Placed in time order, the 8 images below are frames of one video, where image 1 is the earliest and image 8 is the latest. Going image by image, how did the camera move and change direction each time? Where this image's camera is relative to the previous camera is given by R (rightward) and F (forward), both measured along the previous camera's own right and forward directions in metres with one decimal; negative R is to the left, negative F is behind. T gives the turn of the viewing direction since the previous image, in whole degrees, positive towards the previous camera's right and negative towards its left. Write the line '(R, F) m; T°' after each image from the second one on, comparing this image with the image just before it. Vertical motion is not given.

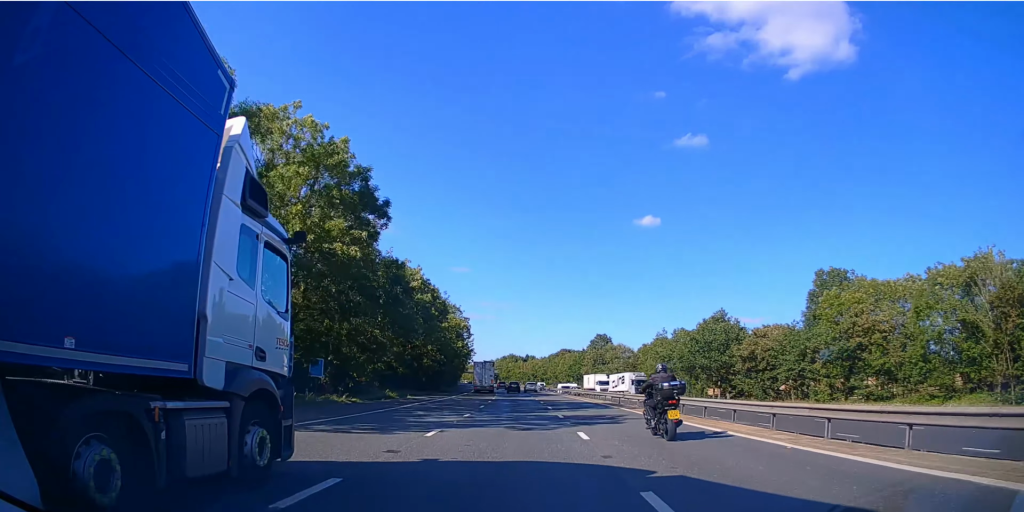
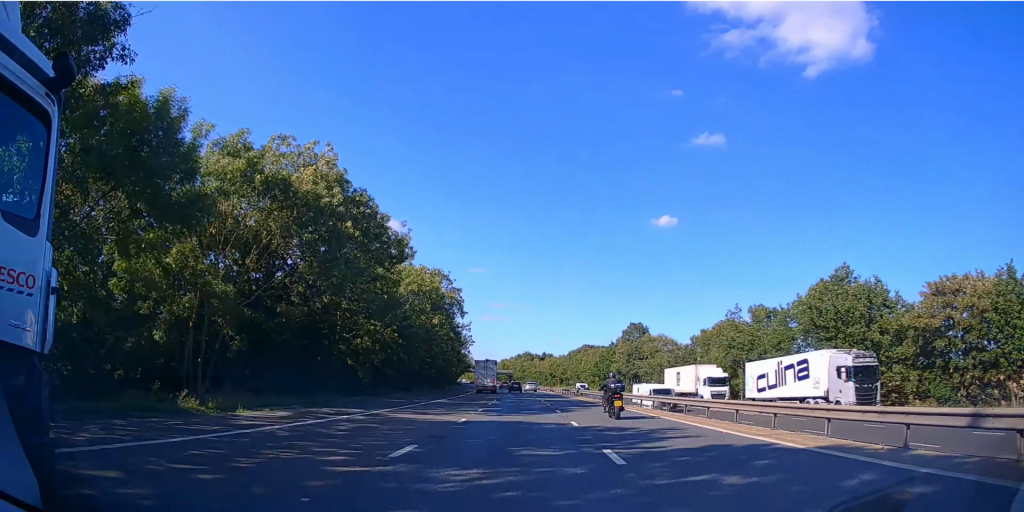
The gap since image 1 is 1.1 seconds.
(-0.5, +32.5) m; -2°
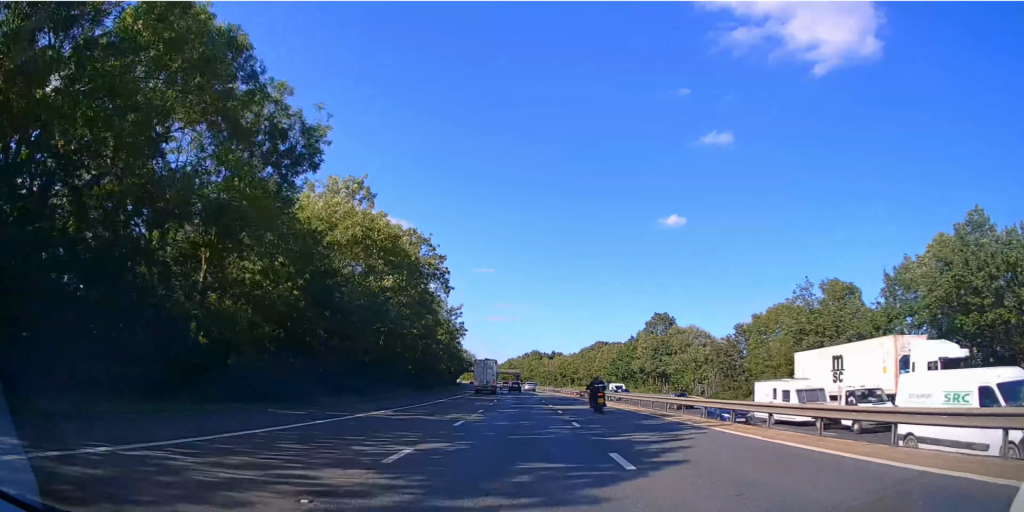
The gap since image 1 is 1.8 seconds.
(-0.1, +18.4) m; -1°
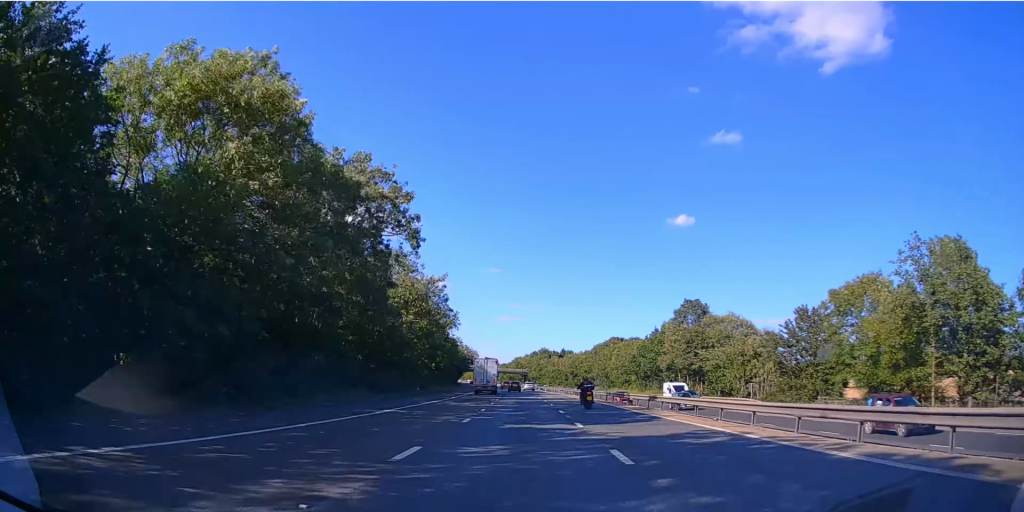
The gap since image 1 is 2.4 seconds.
(-0.2, +20.7) m; -1°
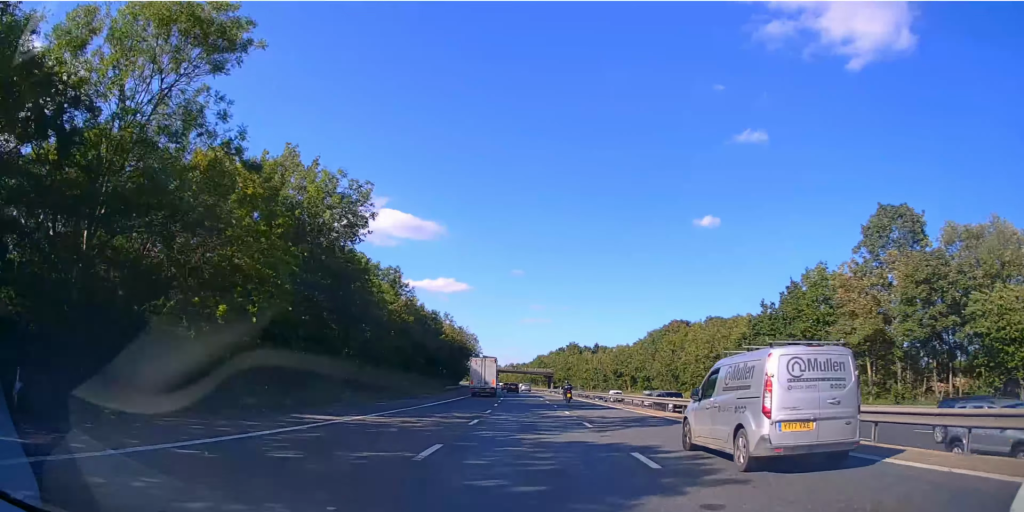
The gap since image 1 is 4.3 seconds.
(-1.1, +59.8) m; -2°
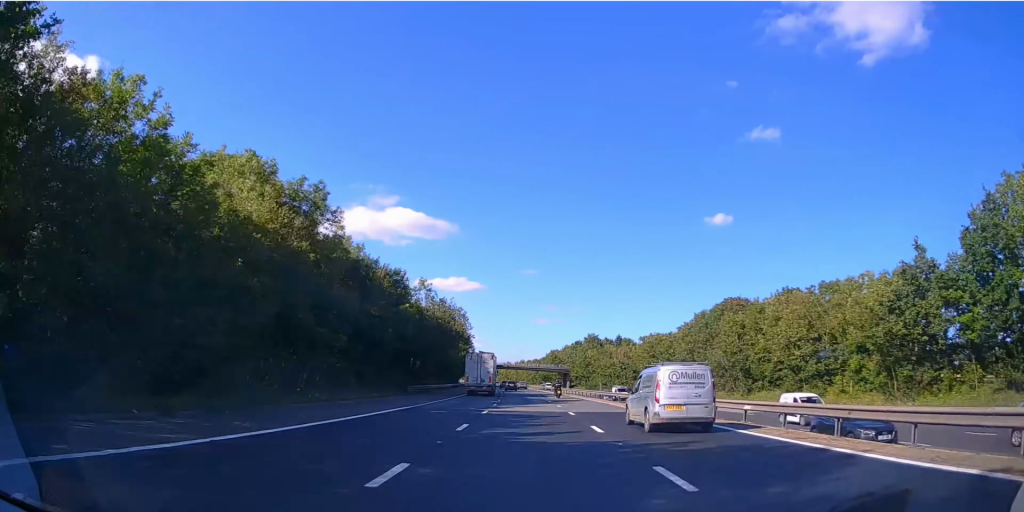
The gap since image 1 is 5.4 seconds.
(-0.3, +31.2) m; -1°
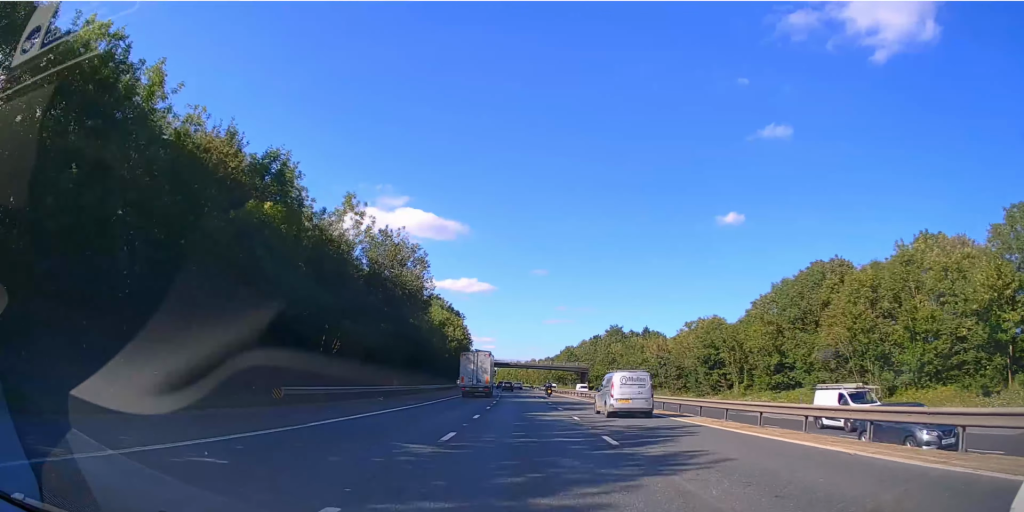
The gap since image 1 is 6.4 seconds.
(-0.5, +31.5) m; -1°
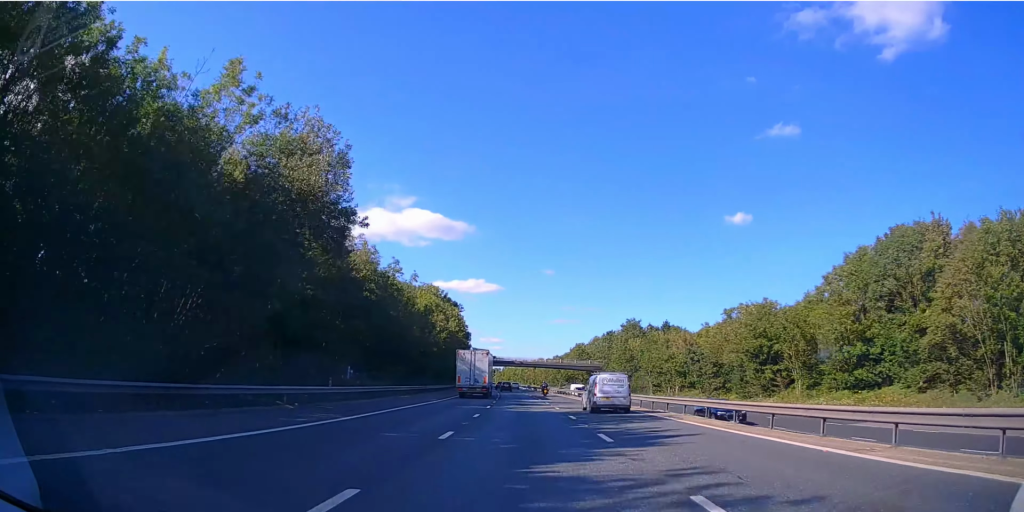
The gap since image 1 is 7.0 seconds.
(-0.1, +17.6) m; -1°
